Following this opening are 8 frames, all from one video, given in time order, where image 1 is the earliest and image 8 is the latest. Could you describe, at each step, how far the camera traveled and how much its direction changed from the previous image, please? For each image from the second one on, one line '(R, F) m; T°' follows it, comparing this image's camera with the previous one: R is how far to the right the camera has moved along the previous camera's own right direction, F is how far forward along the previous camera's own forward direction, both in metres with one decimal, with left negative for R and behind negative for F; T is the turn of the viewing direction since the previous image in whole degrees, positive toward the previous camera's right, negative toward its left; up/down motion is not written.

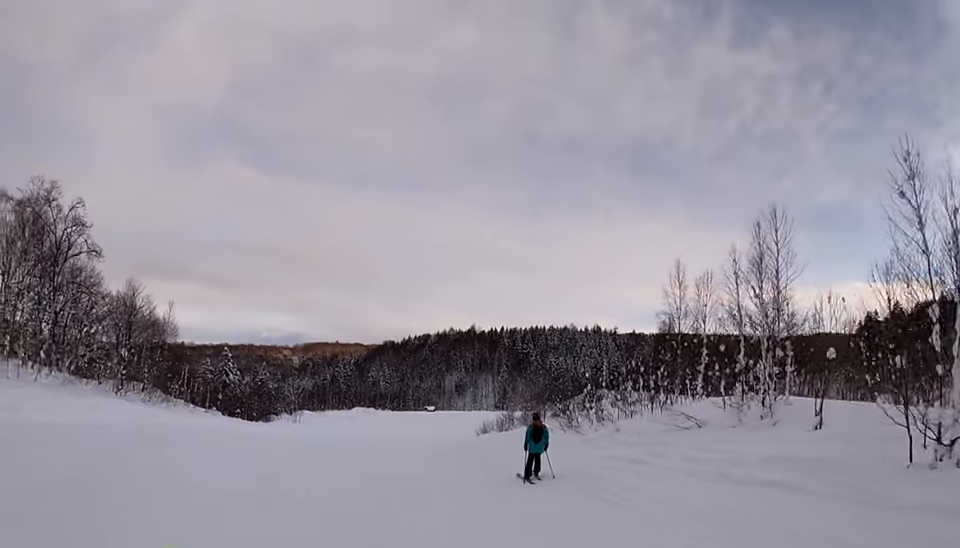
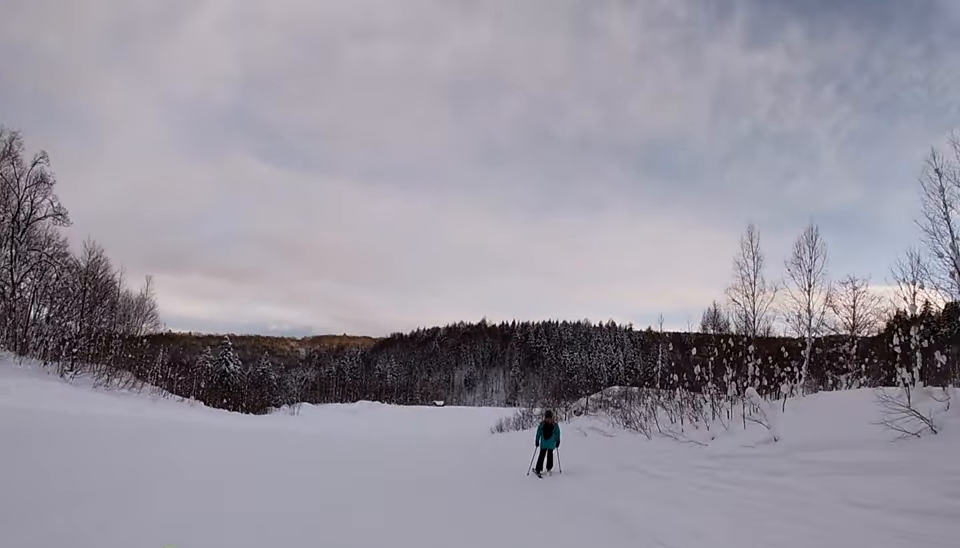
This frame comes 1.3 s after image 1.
(-0.2, +7.6) m; +7°
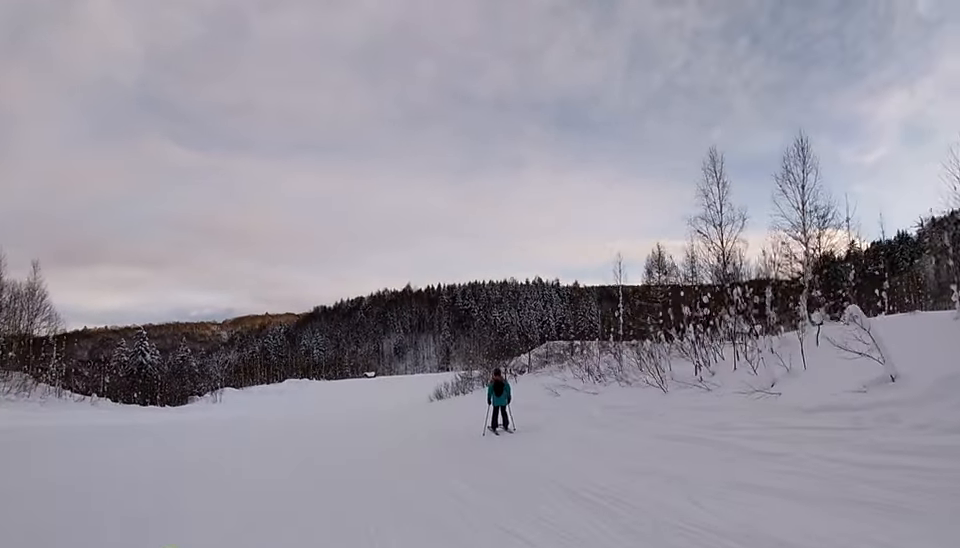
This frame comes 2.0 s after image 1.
(+0.4, +4.6) m; +2°
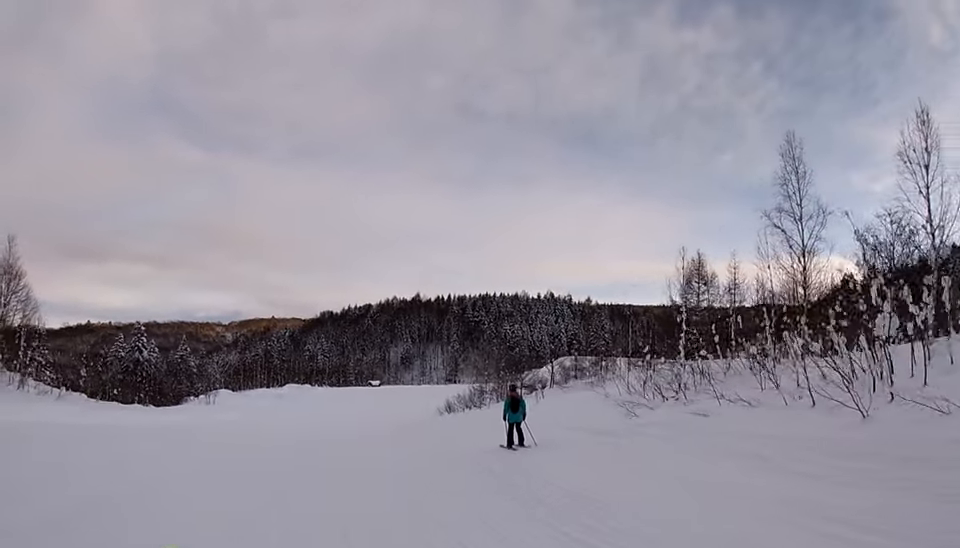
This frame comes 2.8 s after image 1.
(+0.3, +5.0) m; -9°
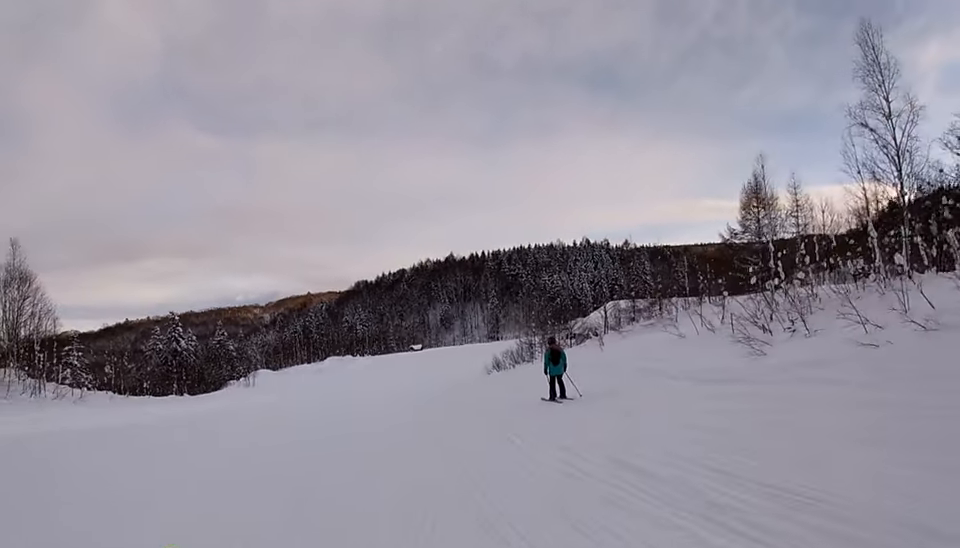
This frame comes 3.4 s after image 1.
(-0.9, +3.3) m; 0°
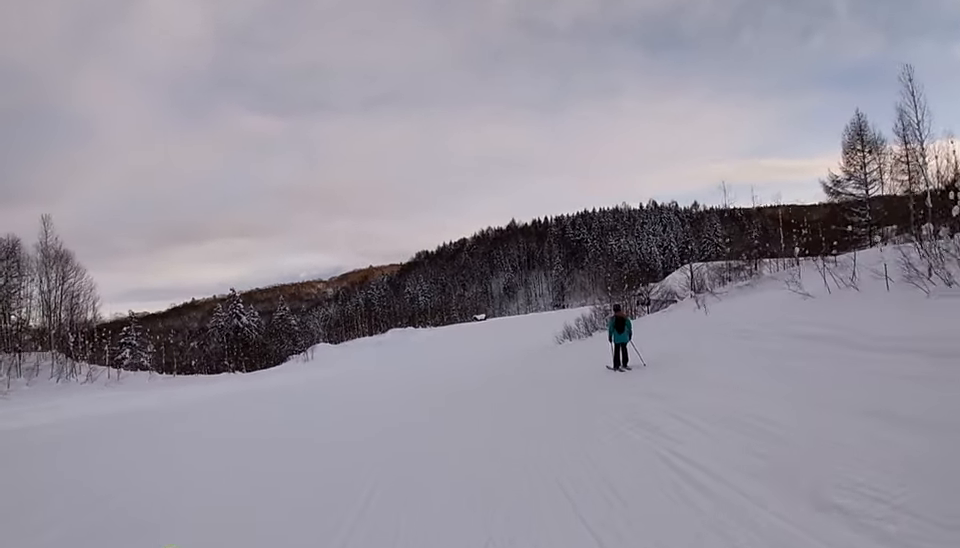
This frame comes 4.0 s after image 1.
(-0.1, +4.0) m; +3°
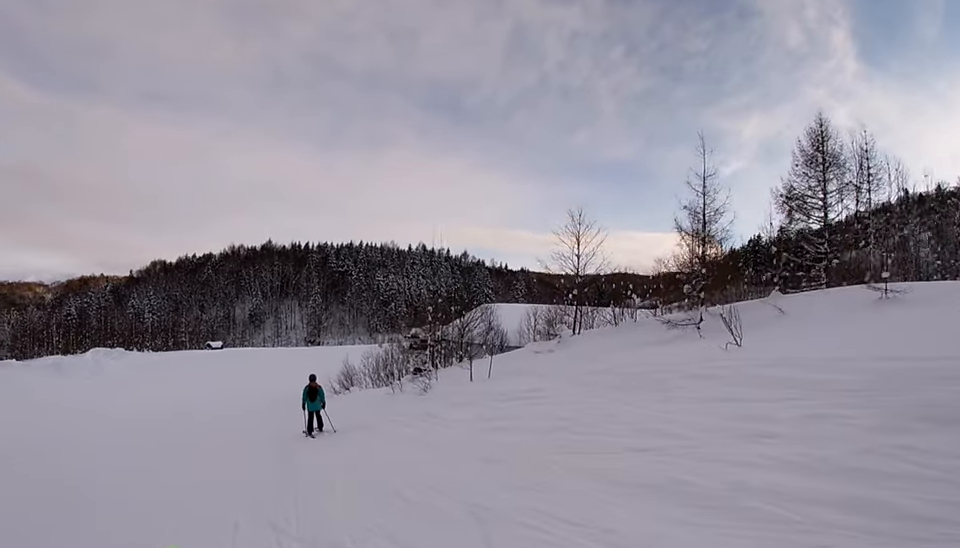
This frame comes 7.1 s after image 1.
(+2.8, +20.6) m; +9°
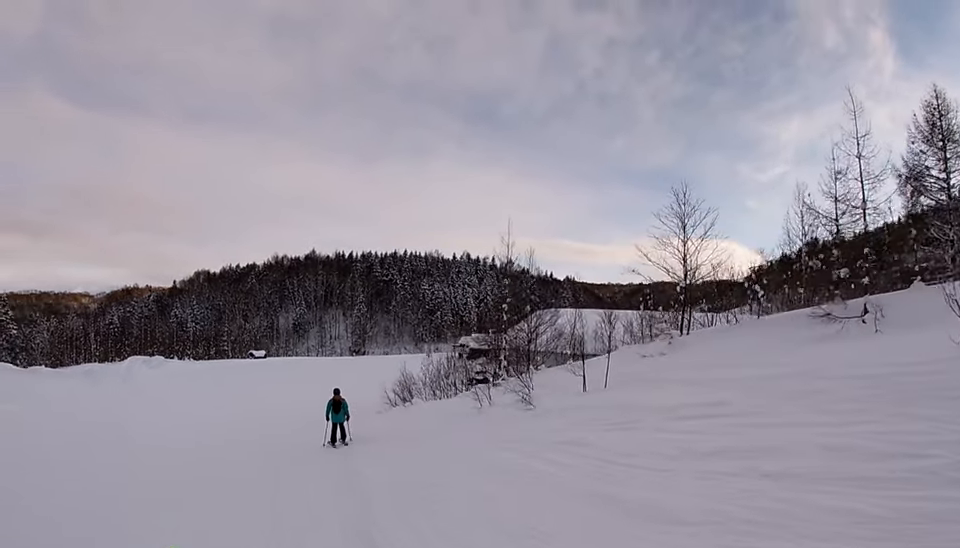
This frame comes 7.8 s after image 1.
(+0.3, +4.9) m; 0°
